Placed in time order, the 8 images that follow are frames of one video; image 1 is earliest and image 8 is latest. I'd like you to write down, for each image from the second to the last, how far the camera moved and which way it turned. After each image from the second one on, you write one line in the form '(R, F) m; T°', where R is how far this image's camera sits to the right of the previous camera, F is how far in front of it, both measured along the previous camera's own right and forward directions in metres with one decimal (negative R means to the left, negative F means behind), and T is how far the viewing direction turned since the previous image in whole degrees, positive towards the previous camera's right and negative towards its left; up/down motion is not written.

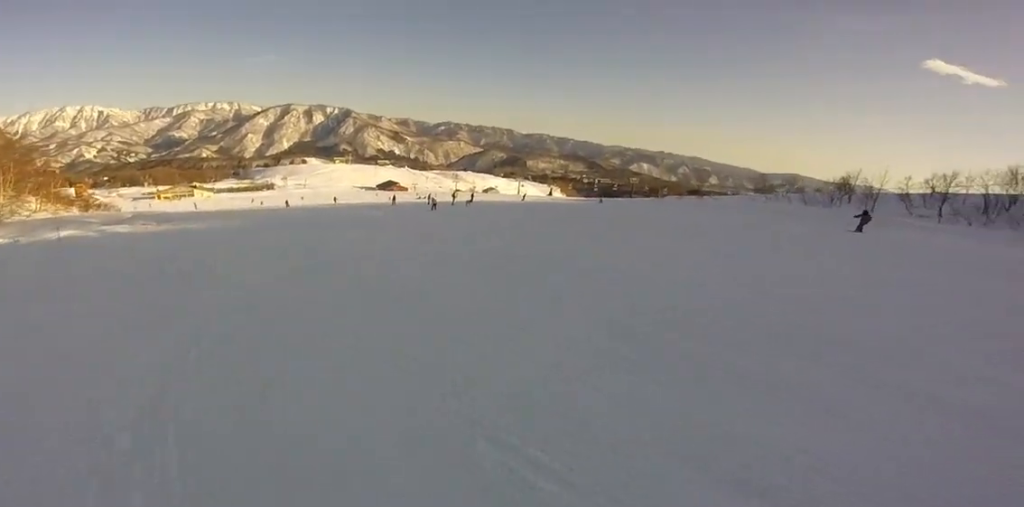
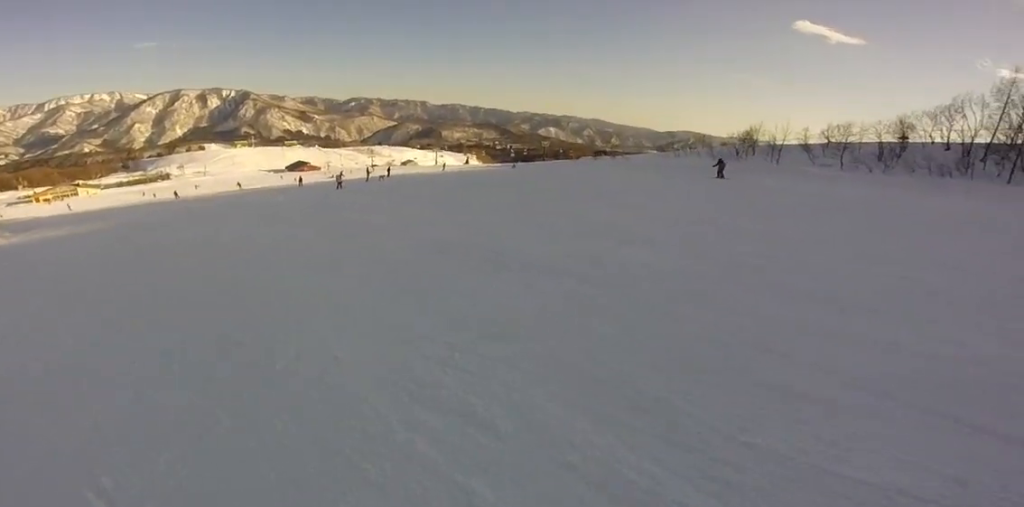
(-0.3, +2.4) m; 0°
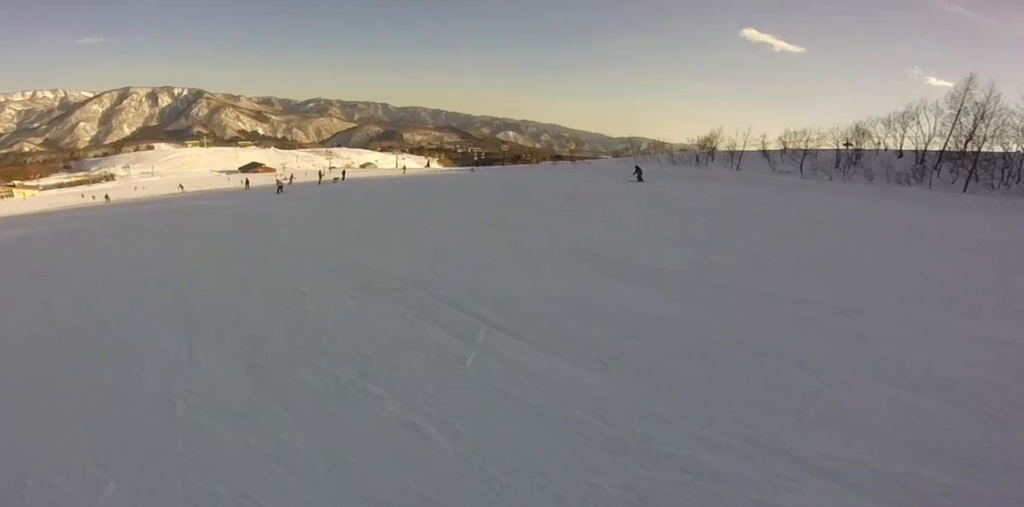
(-0.2, +2.1) m; 0°
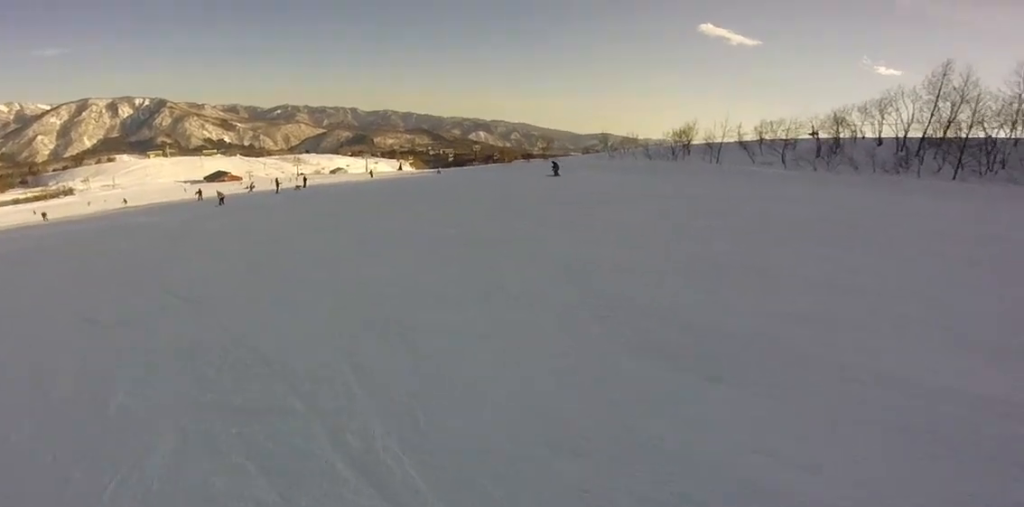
(+0.3, +2.6) m; 0°
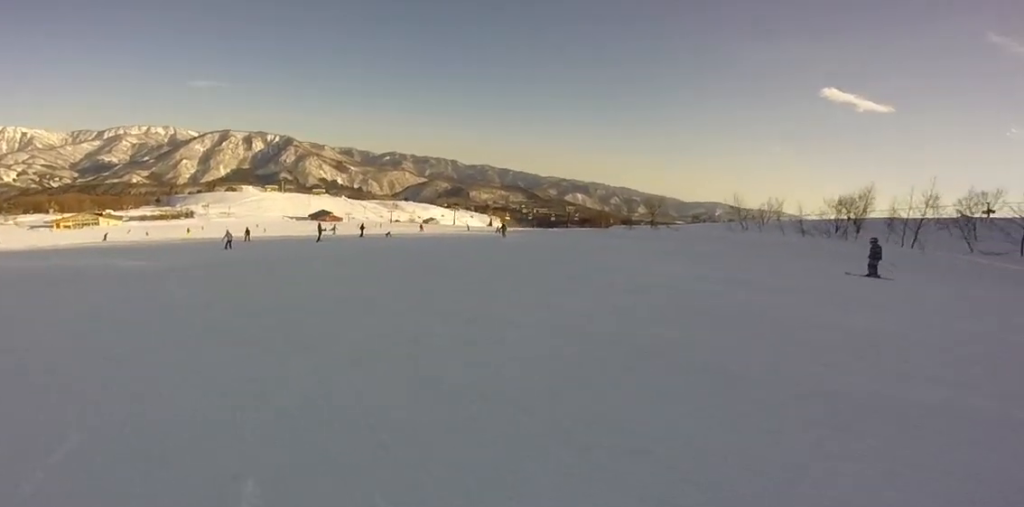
(-1.6, +9.7) m; -21°
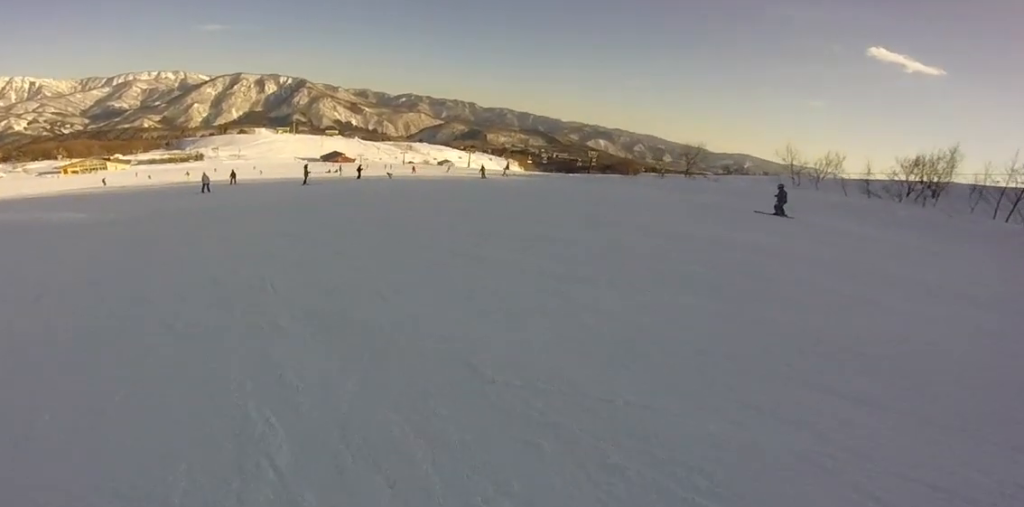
(-0.3, +3.7) m; -8°
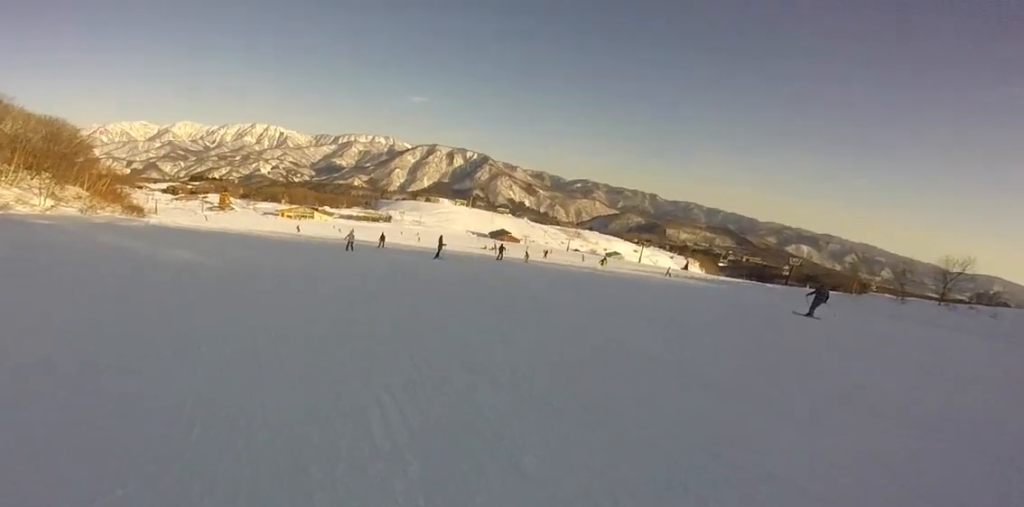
(-0.5, +4.9) m; -18°
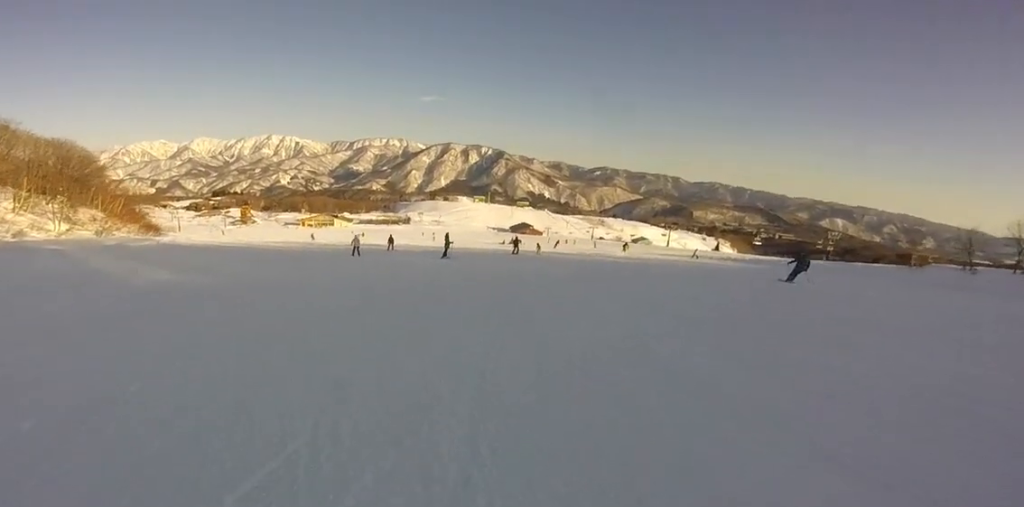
(+0.2, +2.1) m; -10°
